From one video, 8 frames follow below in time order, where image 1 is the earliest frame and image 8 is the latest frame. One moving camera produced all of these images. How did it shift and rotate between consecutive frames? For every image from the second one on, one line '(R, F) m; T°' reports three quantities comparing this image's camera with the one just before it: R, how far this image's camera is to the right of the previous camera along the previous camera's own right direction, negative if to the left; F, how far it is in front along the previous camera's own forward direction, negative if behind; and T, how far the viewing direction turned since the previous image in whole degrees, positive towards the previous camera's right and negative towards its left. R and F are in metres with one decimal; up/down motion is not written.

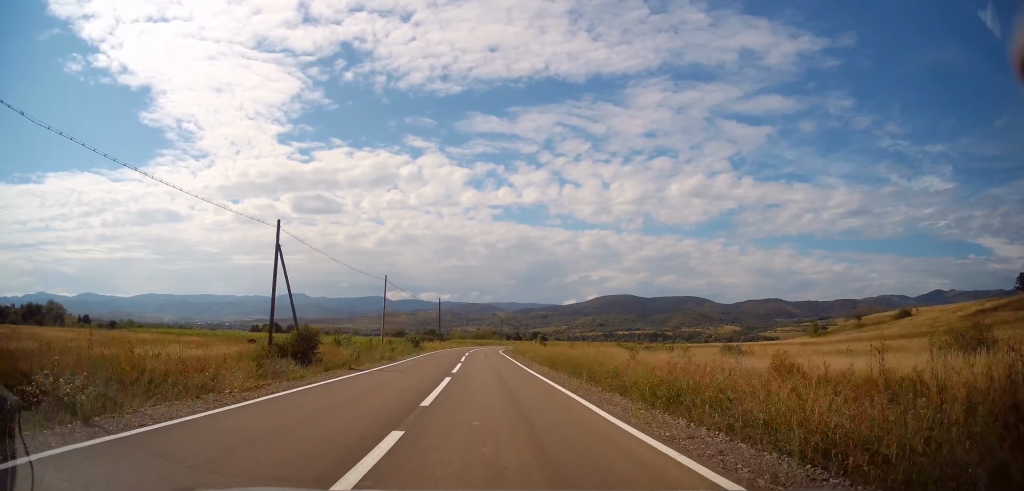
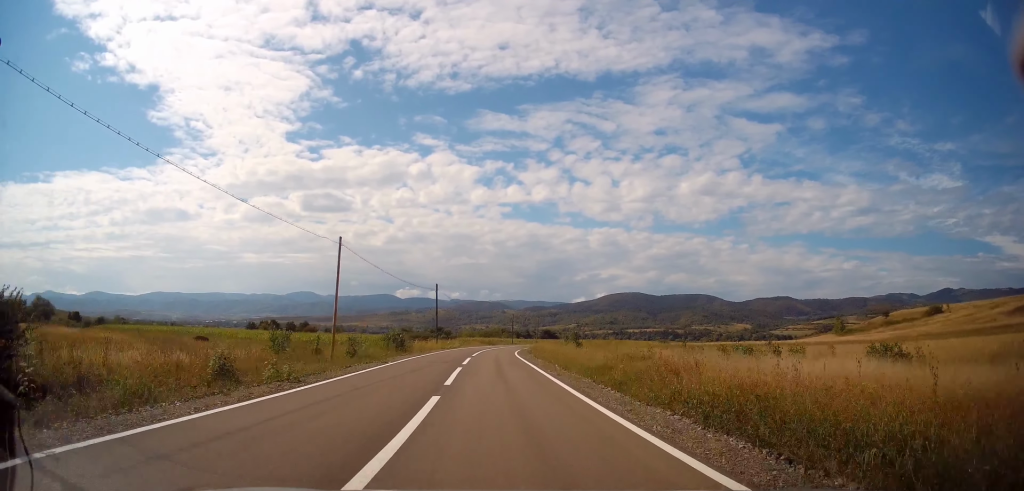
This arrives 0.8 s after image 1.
(-0.5, +16.3) m; -2°
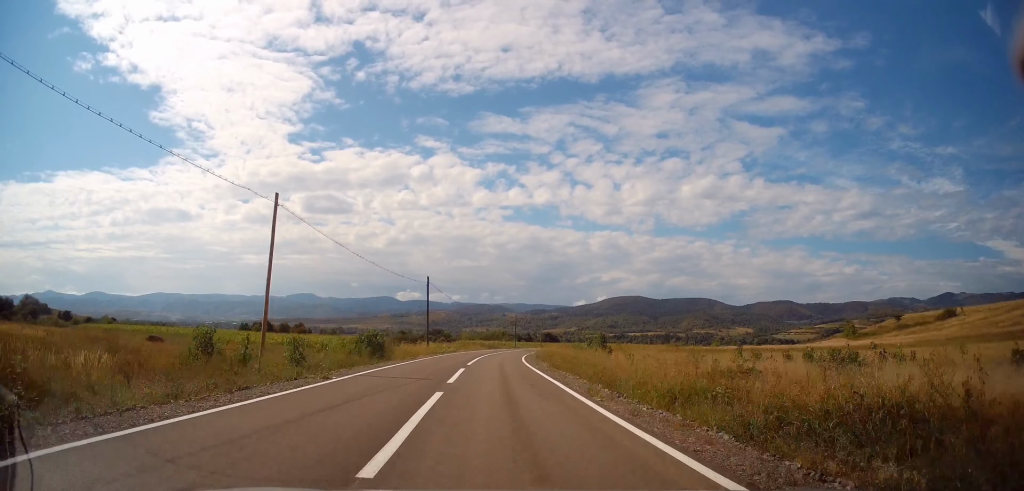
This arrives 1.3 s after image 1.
(-0.2, +9.1) m; -1°
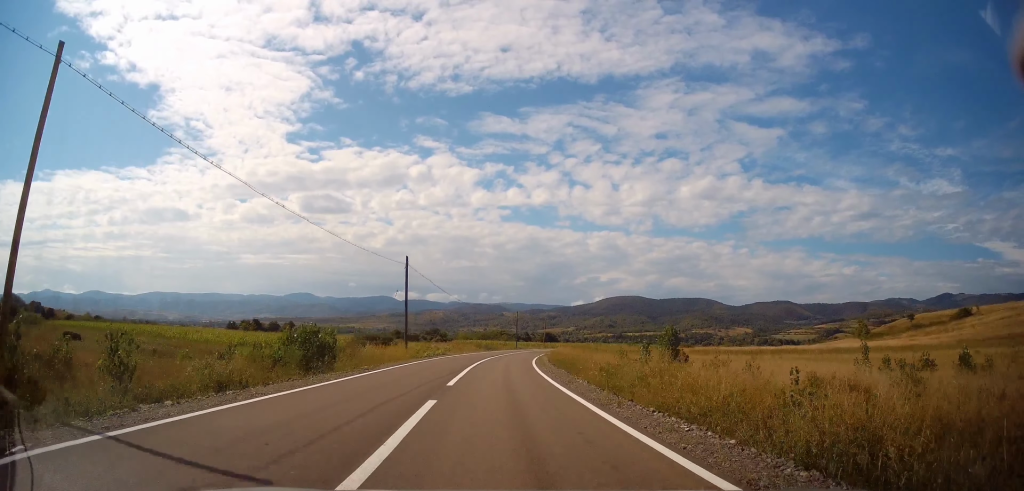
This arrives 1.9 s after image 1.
(0.0, +11.8) m; +1°
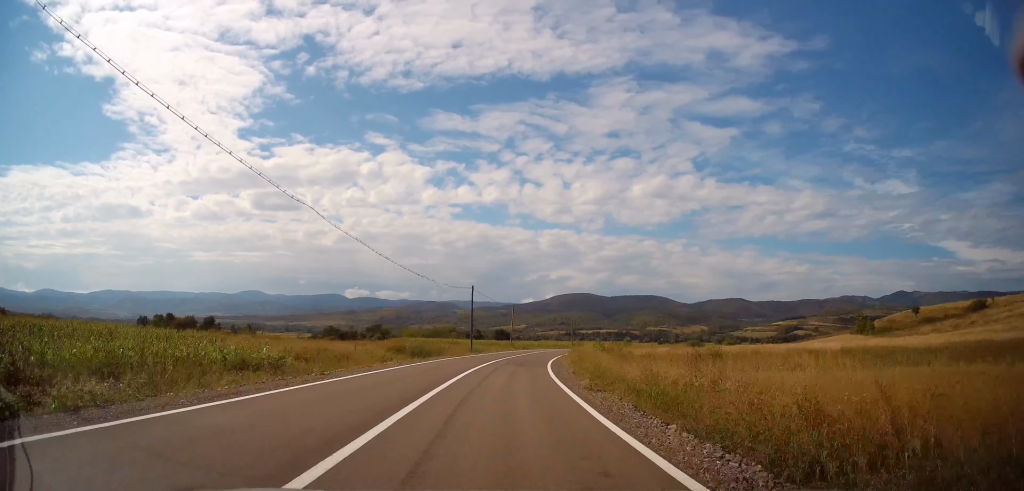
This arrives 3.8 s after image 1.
(+1.6, +37.0) m; +5°
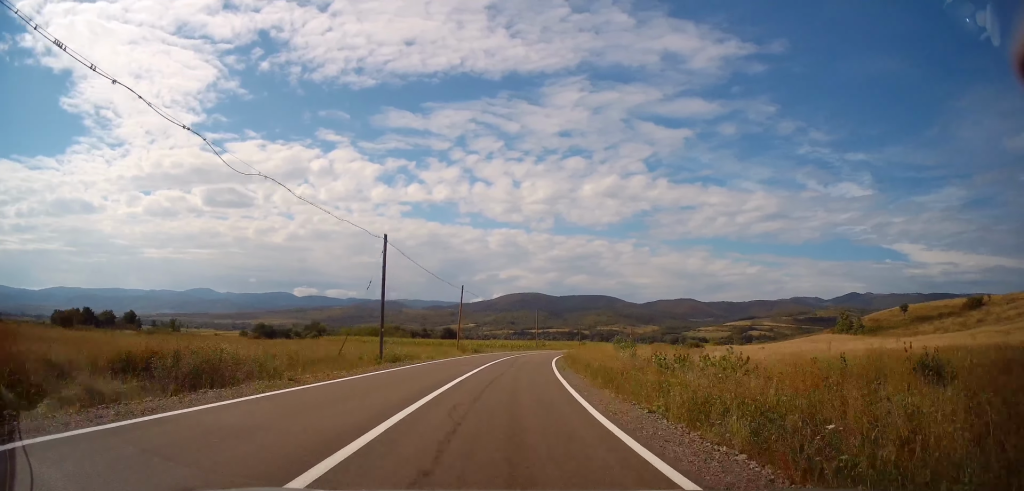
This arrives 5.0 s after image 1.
(+0.8, +24.8) m; +5°
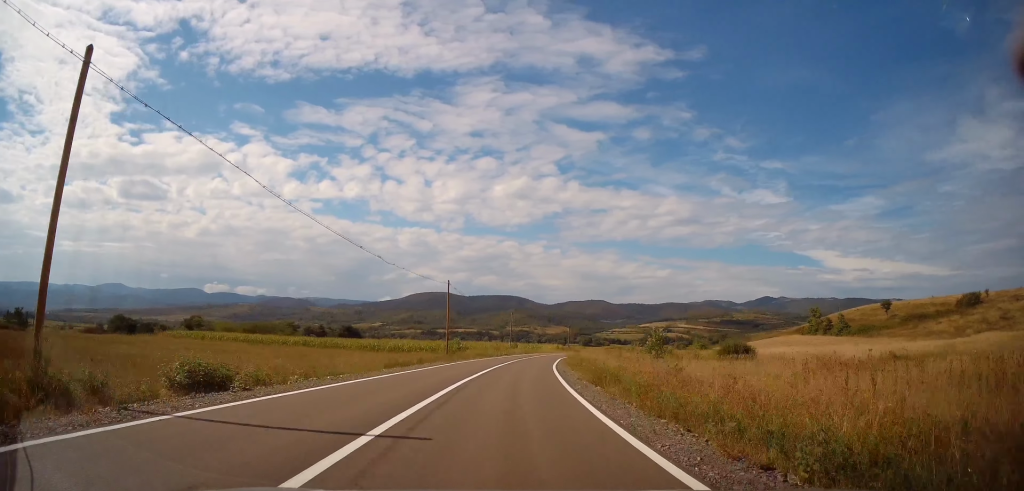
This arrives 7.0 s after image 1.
(+3.9, +41.8) m; +10°
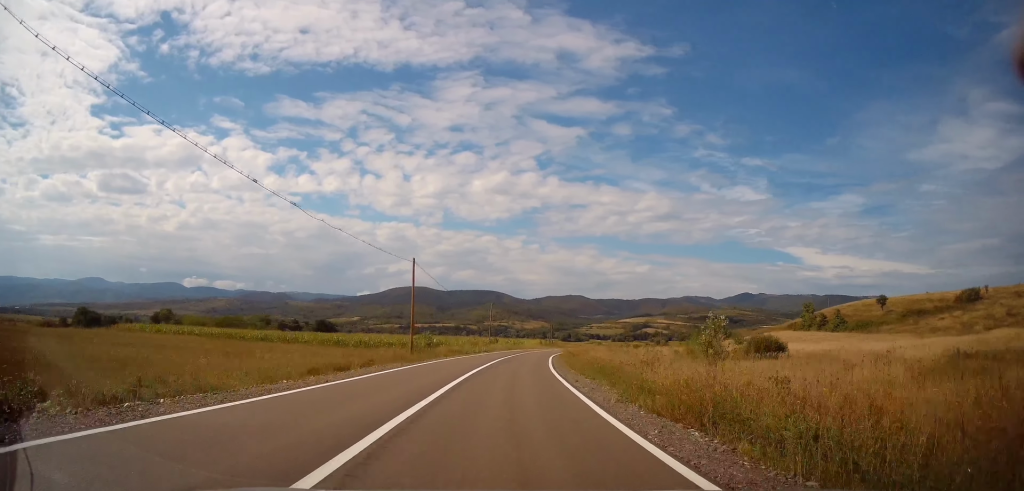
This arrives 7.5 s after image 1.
(+0.2, +9.2) m; +2°
